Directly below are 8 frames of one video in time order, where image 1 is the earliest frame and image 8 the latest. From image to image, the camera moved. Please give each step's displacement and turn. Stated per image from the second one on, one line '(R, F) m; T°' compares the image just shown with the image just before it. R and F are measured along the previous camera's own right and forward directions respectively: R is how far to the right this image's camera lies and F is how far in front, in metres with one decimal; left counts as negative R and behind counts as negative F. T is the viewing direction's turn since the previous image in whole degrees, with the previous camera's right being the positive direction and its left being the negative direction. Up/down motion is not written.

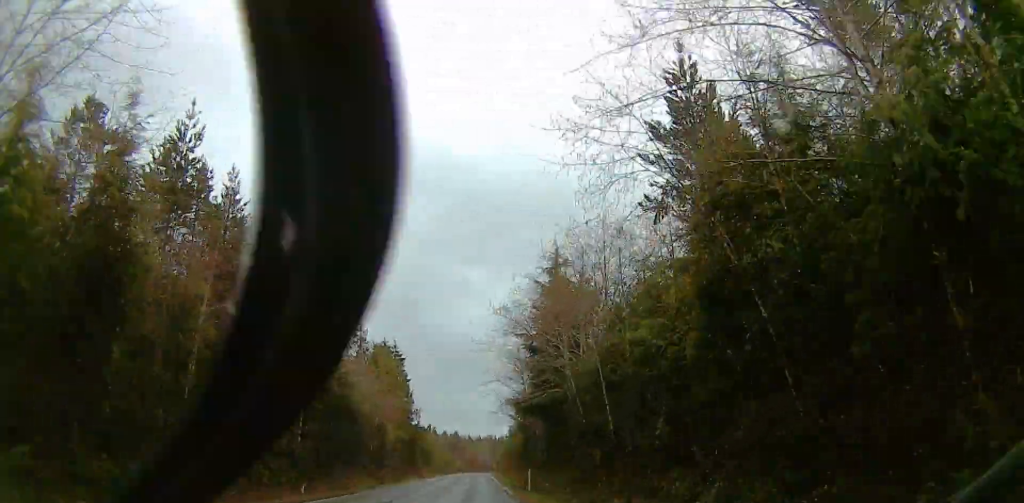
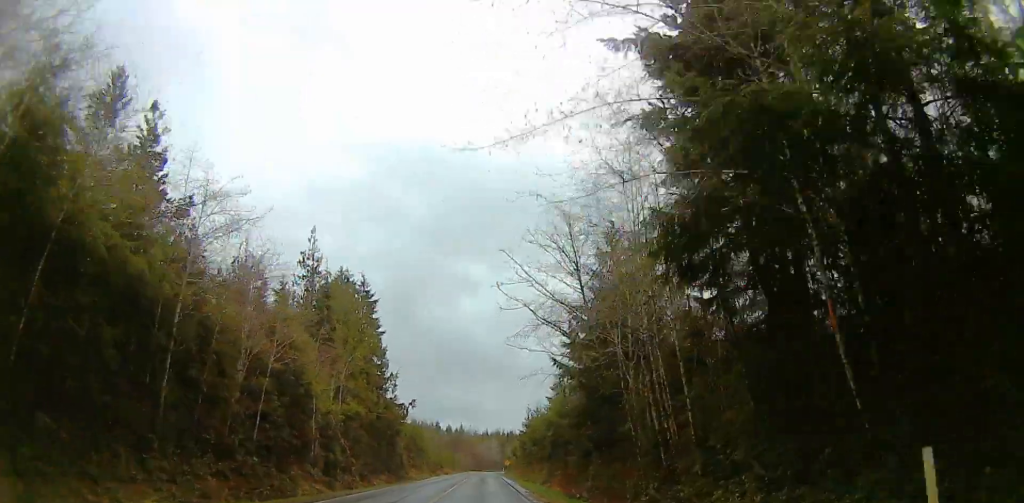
(0.0, +33.1) m; 0°
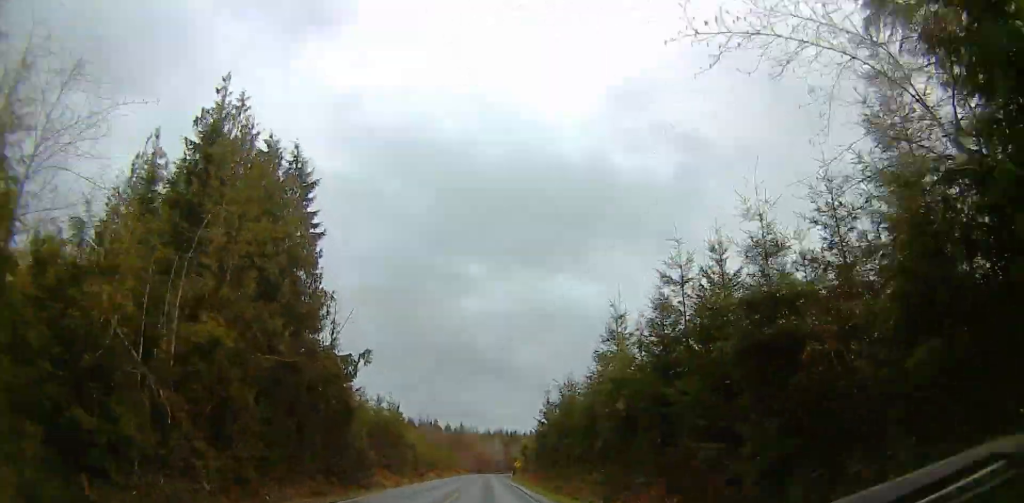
(0.0, +29.0) m; +1°
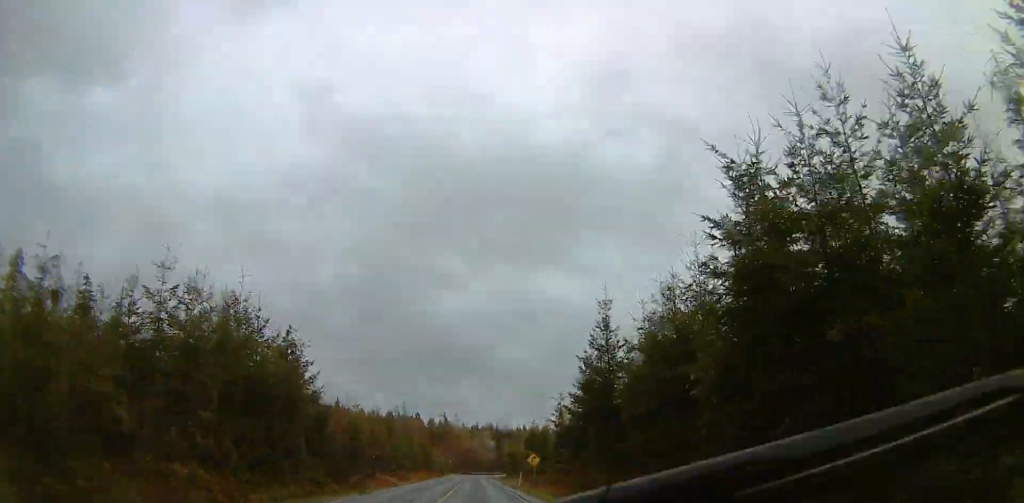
(+1.0, +45.4) m; 0°
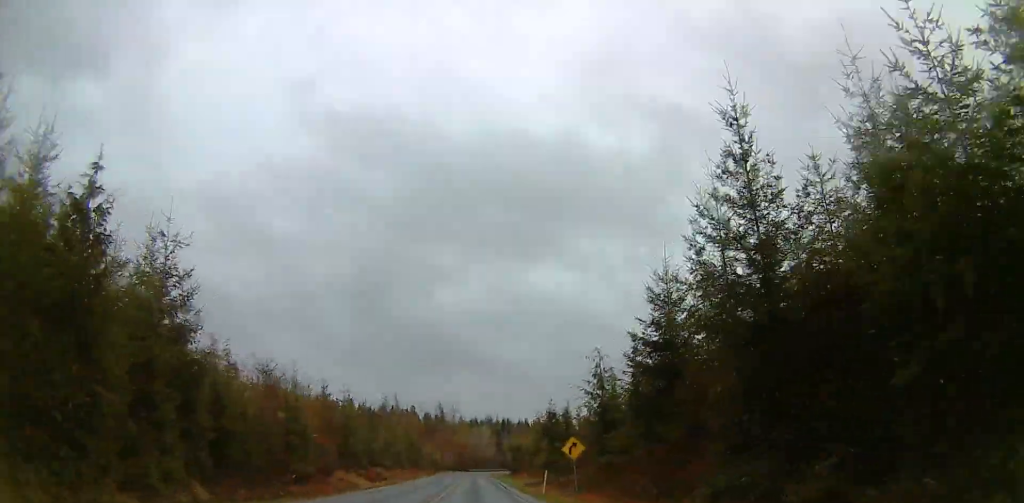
(-0.4, +23.1) m; -1°
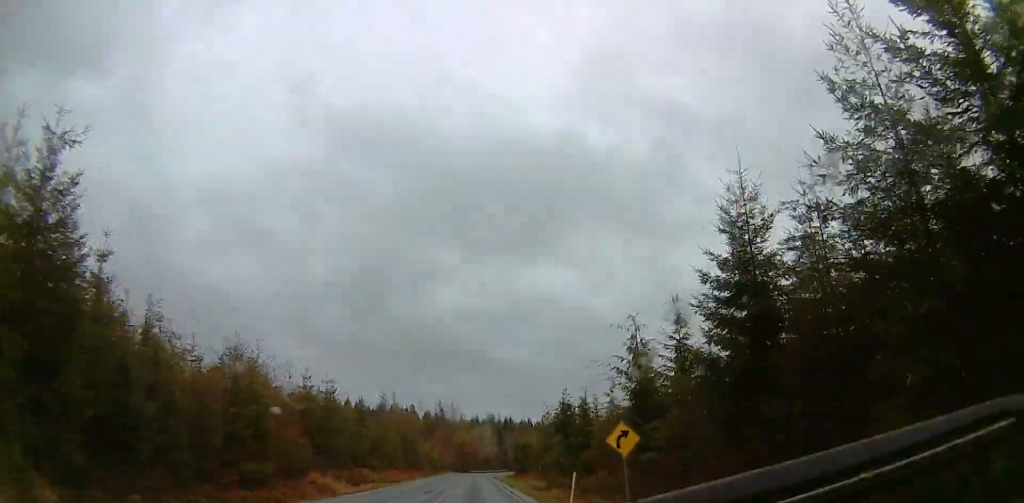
(-0.1, +10.9) m; 0°
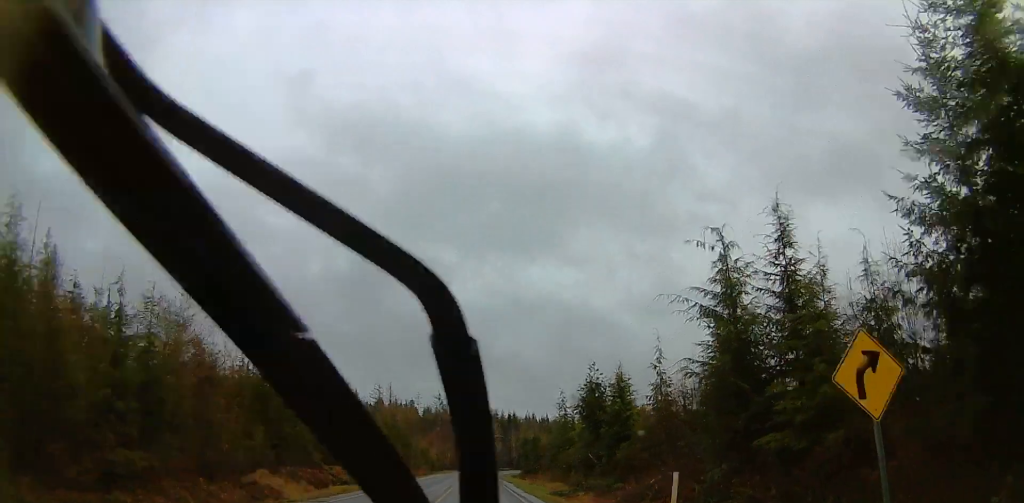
(0.0, +14.5) m; 0°
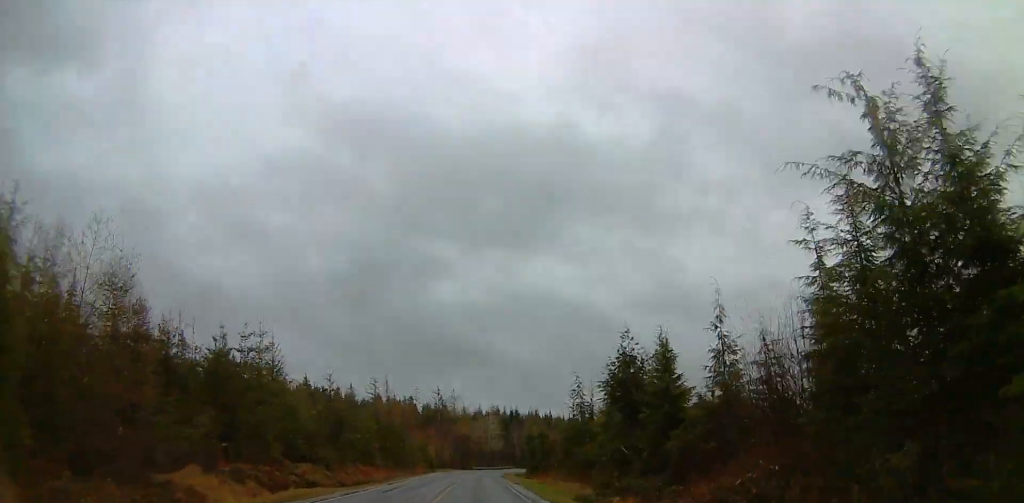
(0.0, +10.7) m; 0°
